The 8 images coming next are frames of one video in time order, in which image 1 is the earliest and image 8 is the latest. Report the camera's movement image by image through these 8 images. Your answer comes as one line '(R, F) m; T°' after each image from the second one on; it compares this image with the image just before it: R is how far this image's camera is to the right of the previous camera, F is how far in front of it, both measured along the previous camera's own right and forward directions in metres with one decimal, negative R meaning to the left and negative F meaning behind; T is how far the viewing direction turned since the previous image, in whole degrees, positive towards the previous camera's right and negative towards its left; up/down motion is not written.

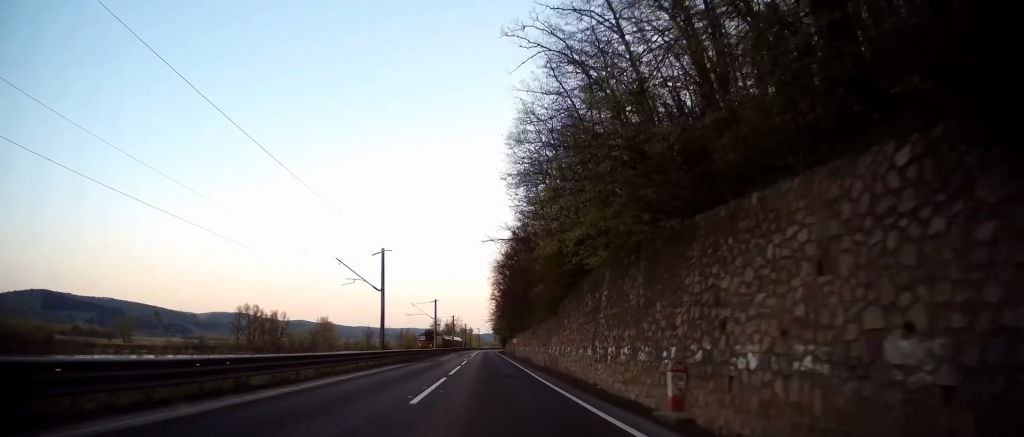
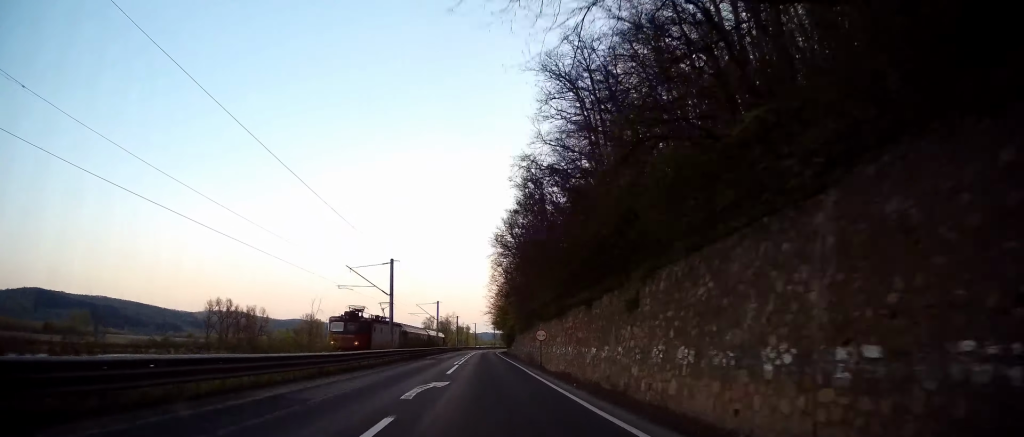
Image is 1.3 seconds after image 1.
(-0.2, +34.9) m; 0°
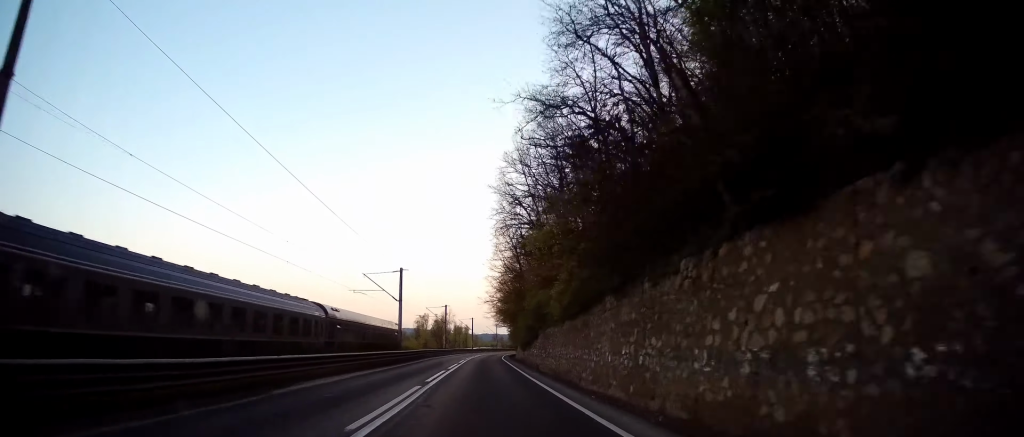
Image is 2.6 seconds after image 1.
(-0.1, +35.8) m; 0°
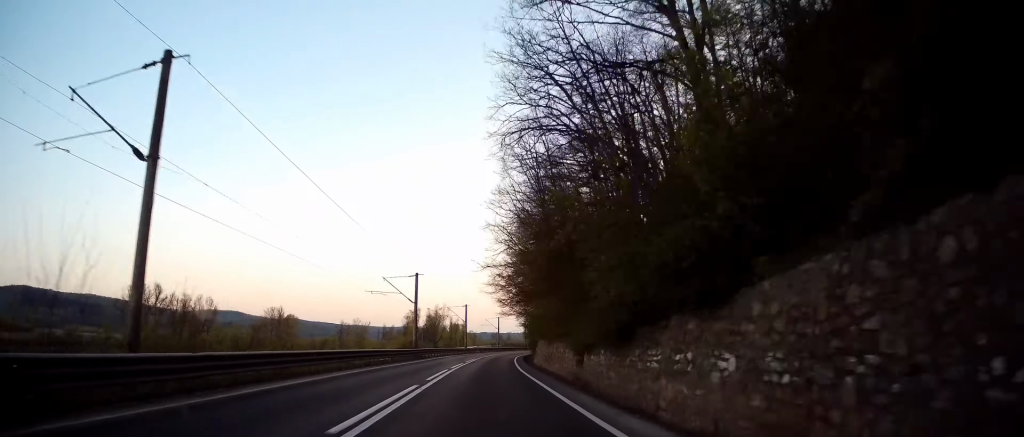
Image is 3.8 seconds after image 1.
(+0.4, +34.9) m; +1°
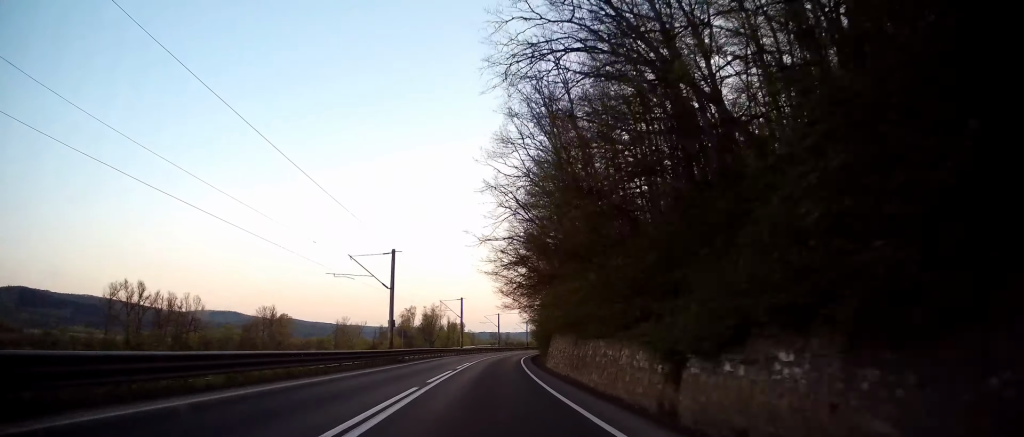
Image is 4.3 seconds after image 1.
(+0.2, +11.9) m; 0°
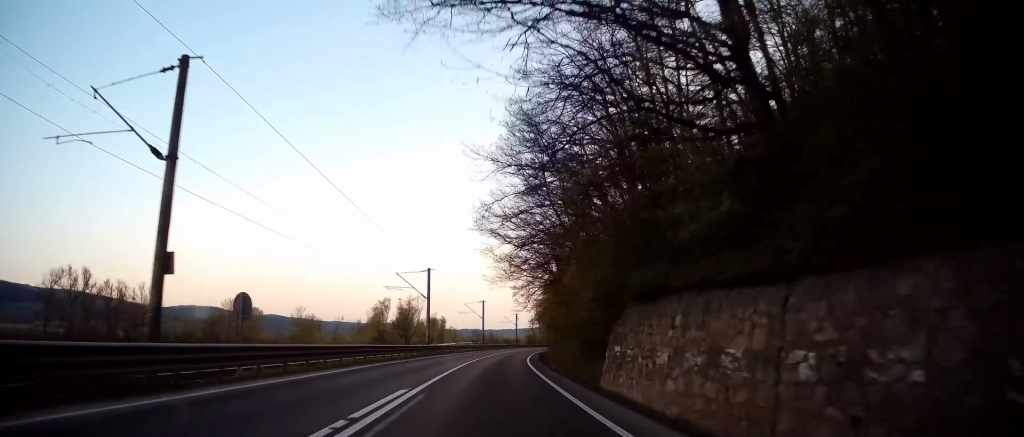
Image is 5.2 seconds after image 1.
(-0.4, +25.9) m; 0°
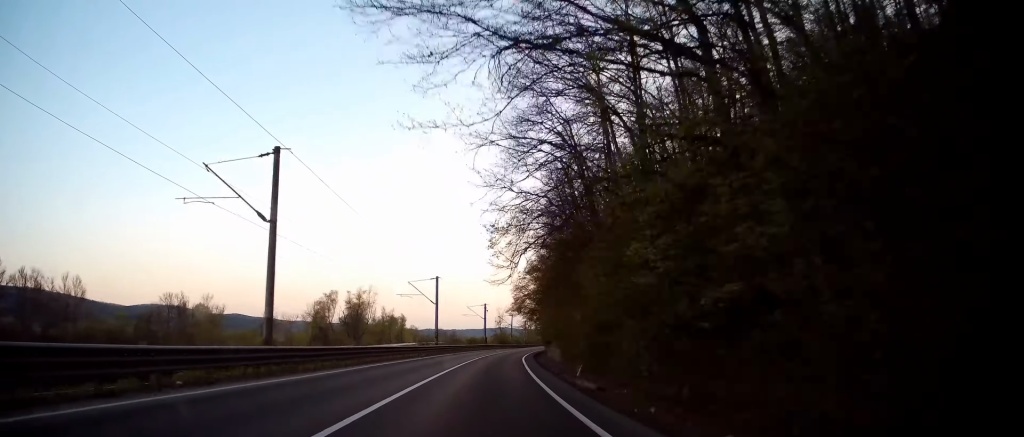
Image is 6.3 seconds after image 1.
(+0.9, +31.6) m; +3°
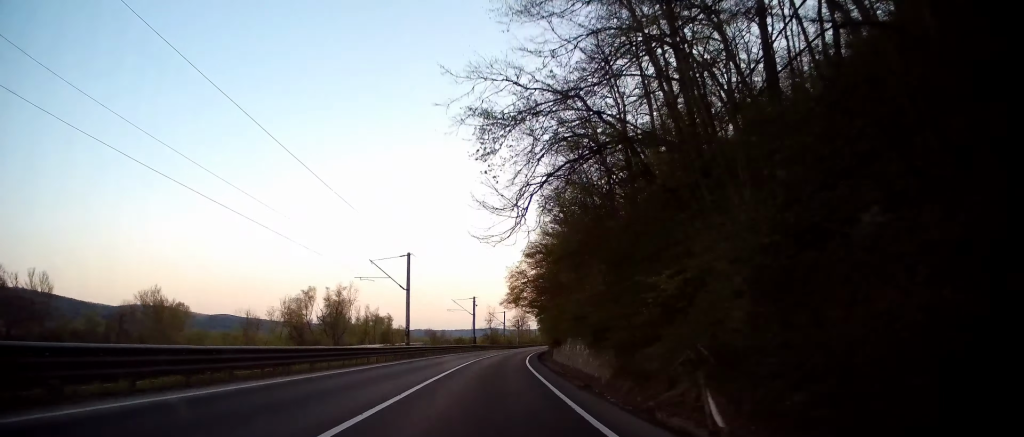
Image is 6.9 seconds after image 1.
(+0.3, +14.9) m; +1°
